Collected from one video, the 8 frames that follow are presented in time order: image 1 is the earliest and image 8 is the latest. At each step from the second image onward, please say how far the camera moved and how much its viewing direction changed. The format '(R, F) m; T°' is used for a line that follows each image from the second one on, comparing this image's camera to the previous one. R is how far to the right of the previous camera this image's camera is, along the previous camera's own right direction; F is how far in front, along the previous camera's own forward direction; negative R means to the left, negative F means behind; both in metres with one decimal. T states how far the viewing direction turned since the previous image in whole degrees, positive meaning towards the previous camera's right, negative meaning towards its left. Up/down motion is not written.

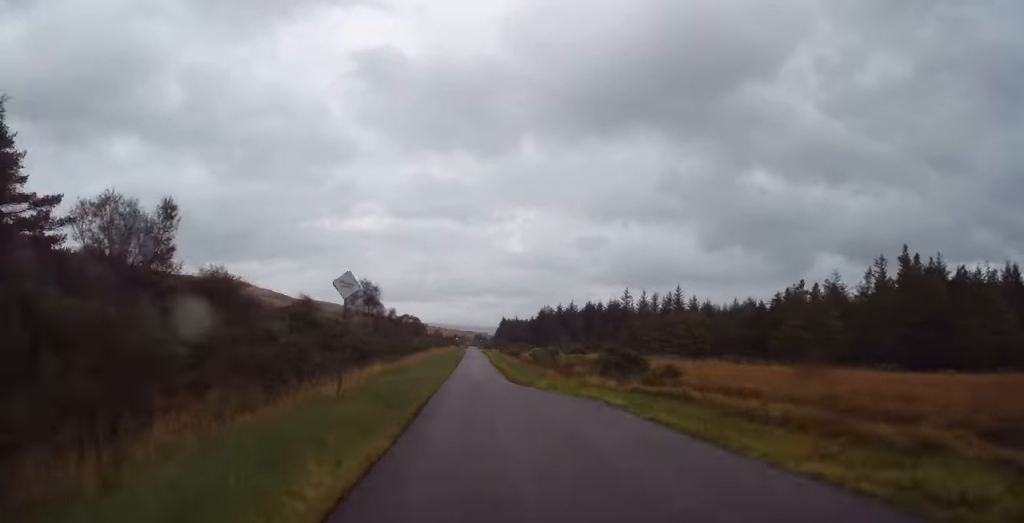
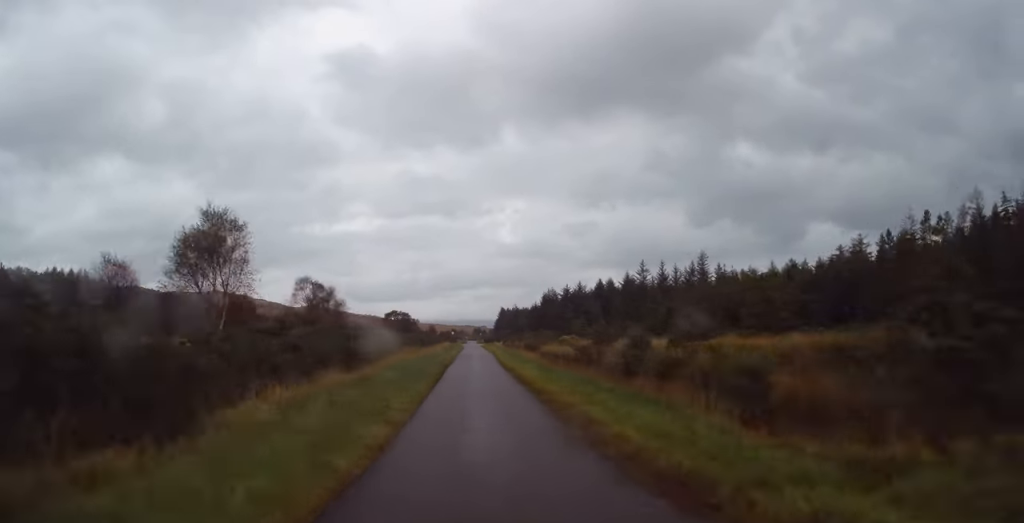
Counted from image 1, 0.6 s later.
(-0.1, +25.9) m; 0°
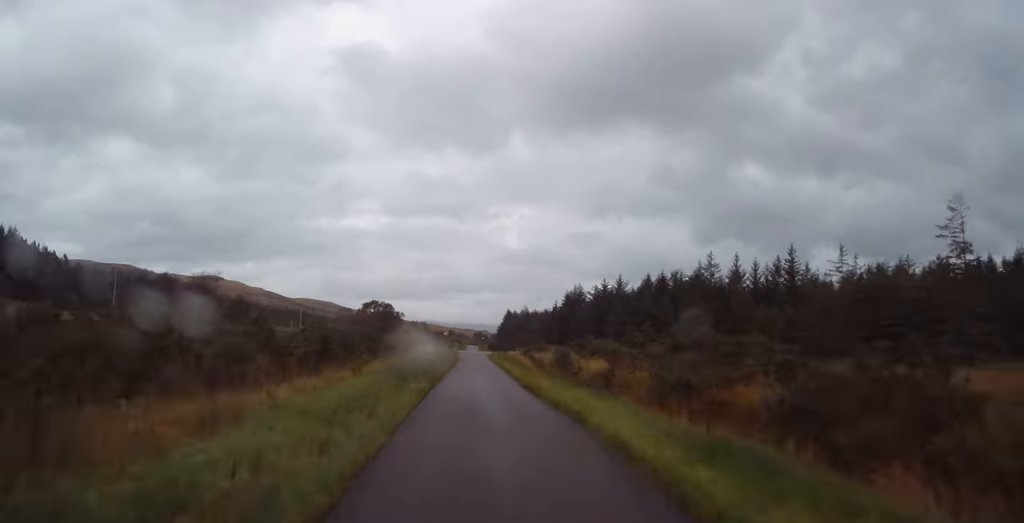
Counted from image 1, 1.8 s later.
(-0.1, +48.2) m; 0°
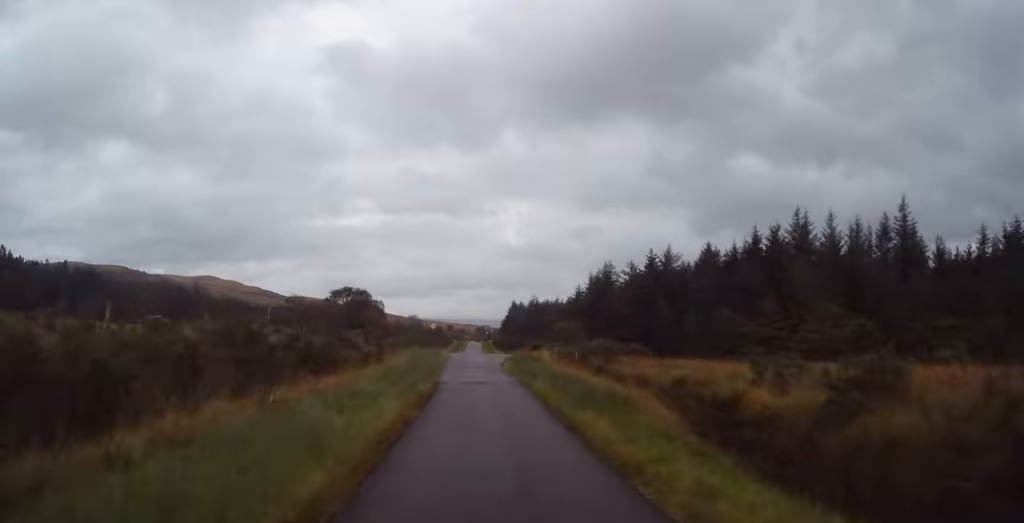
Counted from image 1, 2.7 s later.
(+0.2, +36.6) m; 0°
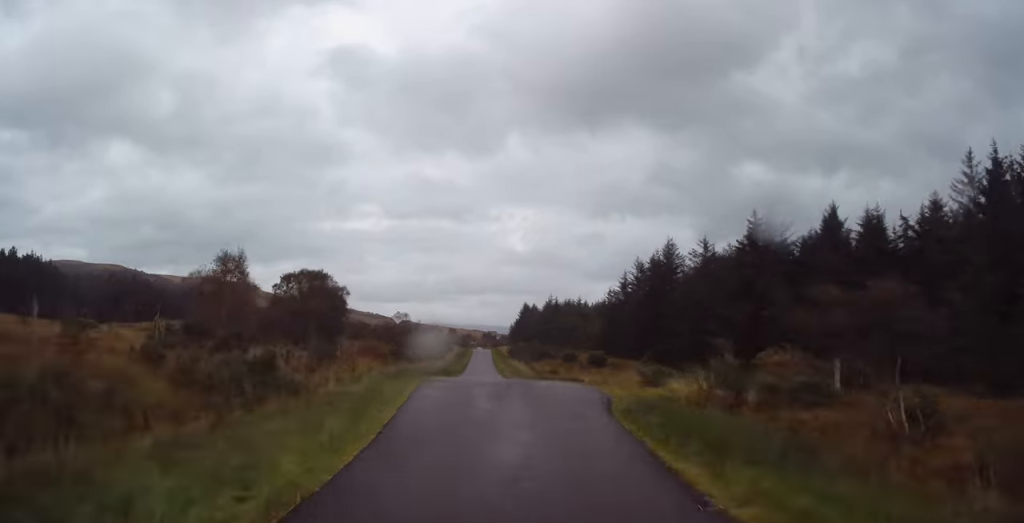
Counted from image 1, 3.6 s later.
(+0.1, +37.3) m; 0°
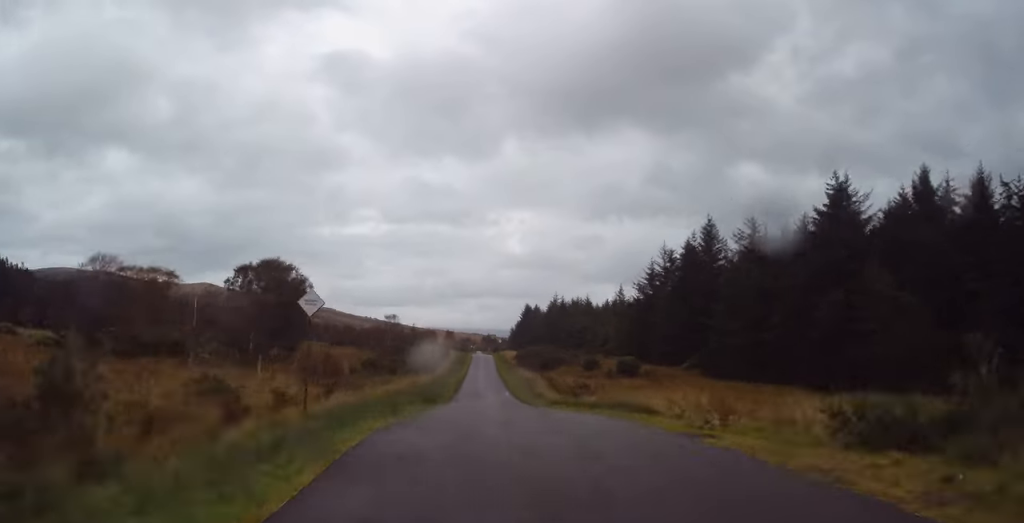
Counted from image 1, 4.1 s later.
(0.0, +17.2) m; 0°
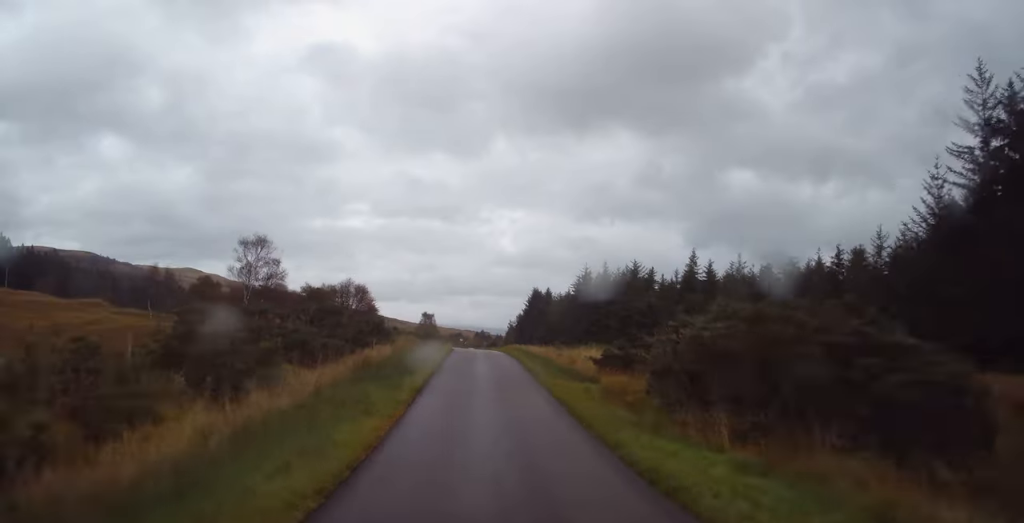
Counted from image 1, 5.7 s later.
(+0.2, +63.8) m; 0°
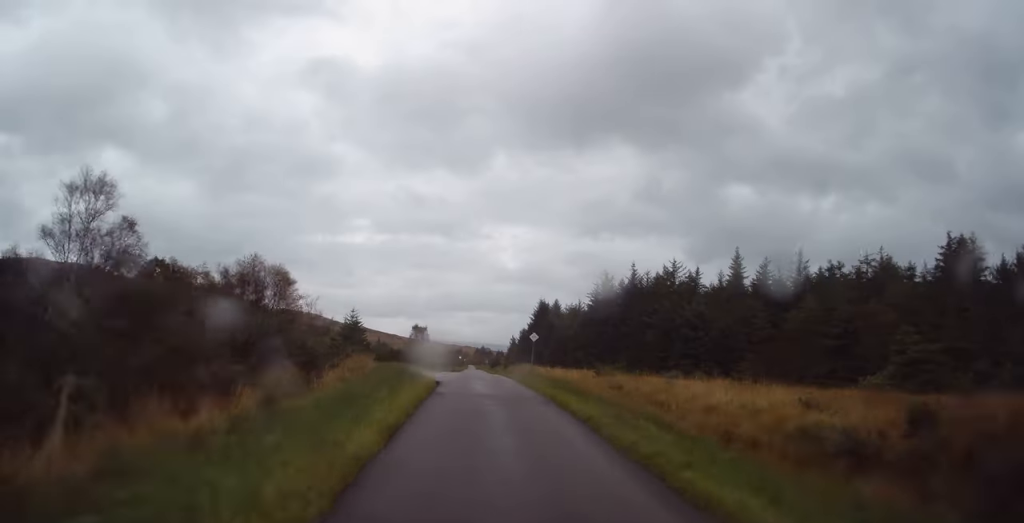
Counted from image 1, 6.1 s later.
(+0.2, +18.8) m; 0°
